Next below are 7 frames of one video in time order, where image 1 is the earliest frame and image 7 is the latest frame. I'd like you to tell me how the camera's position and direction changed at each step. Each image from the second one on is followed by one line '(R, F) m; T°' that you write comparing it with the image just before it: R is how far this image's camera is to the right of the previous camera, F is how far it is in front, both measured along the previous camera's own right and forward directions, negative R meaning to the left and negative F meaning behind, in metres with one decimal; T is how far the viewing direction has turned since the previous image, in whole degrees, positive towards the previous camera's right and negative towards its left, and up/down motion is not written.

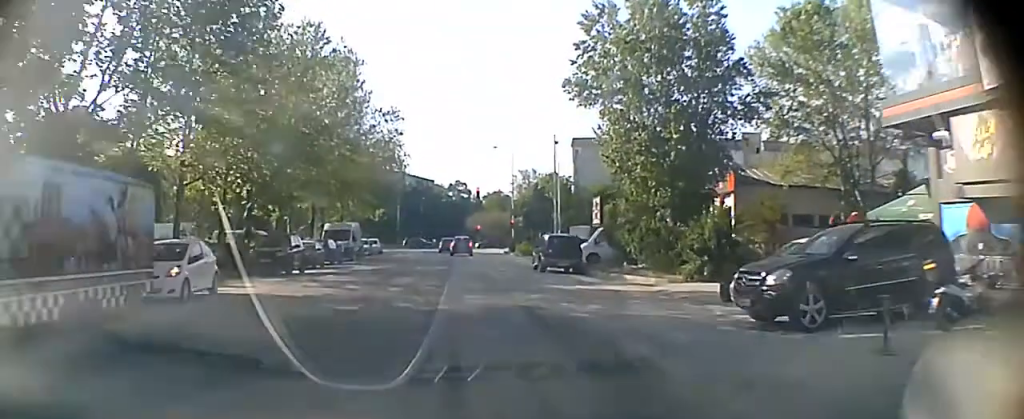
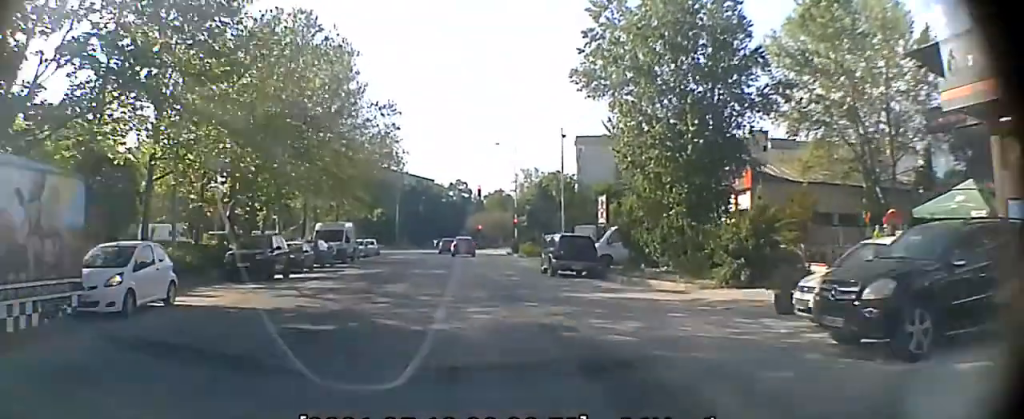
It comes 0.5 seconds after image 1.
(0.0, +3.7) m; 0°
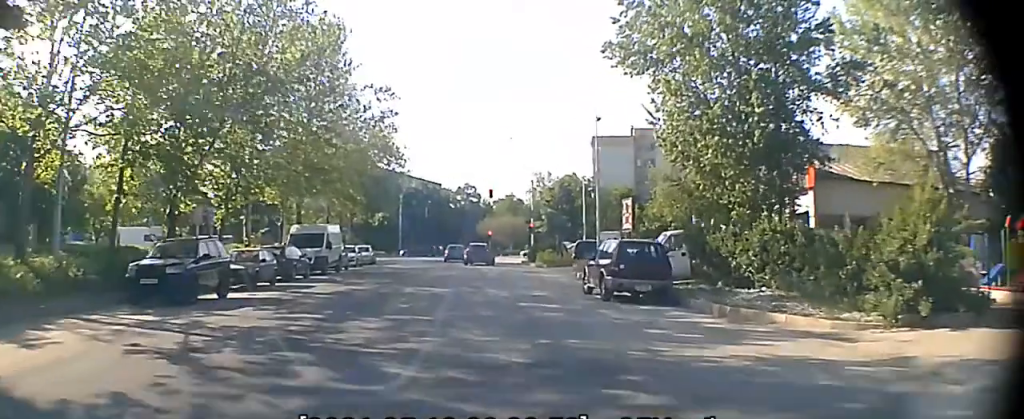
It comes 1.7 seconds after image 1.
(0.0, +9.0) m; 0°
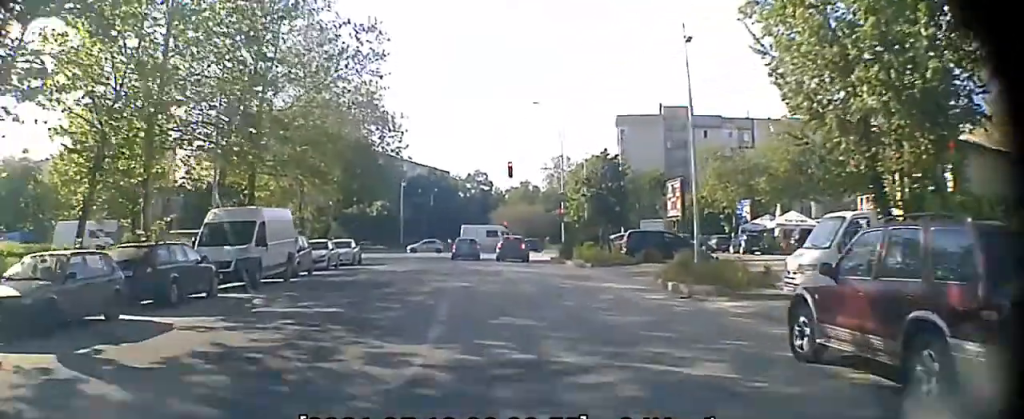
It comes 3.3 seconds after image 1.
(0.0, +11.4) m; +1°
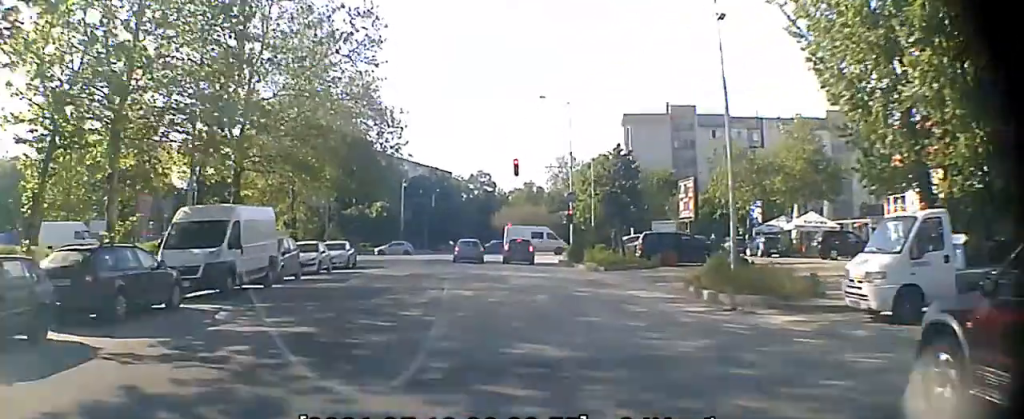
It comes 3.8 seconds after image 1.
(0.0, +2.9) m; 0°
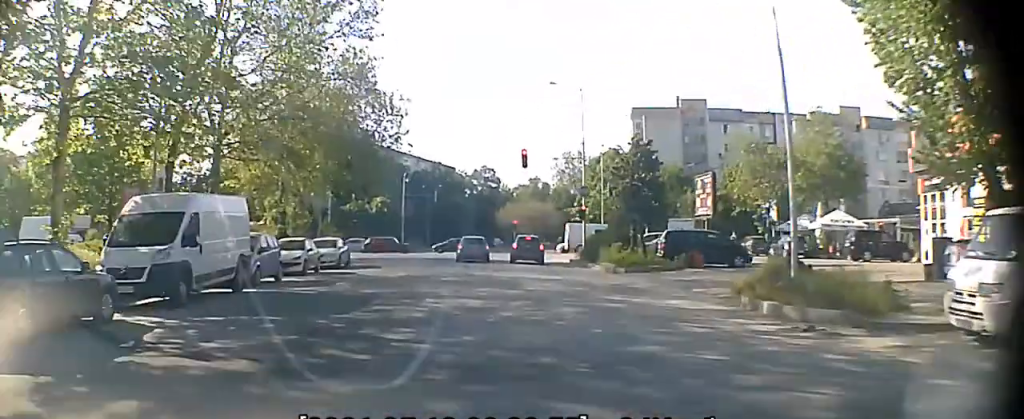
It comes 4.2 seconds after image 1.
(0.0, +2.4) m; 0°
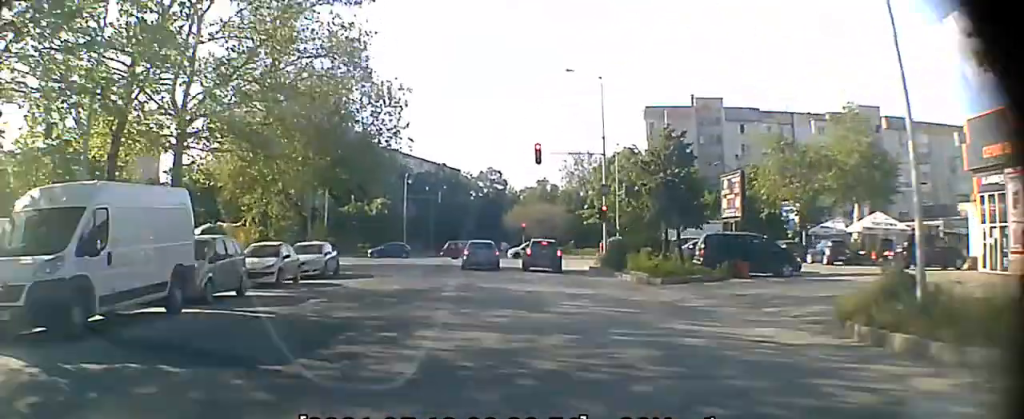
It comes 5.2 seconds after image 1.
(0.0, +5.5) m; +1°
